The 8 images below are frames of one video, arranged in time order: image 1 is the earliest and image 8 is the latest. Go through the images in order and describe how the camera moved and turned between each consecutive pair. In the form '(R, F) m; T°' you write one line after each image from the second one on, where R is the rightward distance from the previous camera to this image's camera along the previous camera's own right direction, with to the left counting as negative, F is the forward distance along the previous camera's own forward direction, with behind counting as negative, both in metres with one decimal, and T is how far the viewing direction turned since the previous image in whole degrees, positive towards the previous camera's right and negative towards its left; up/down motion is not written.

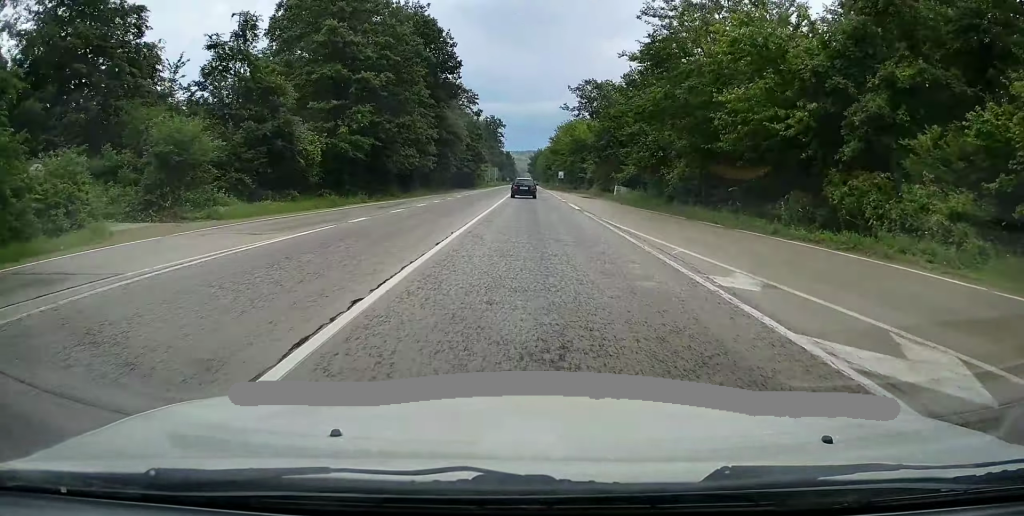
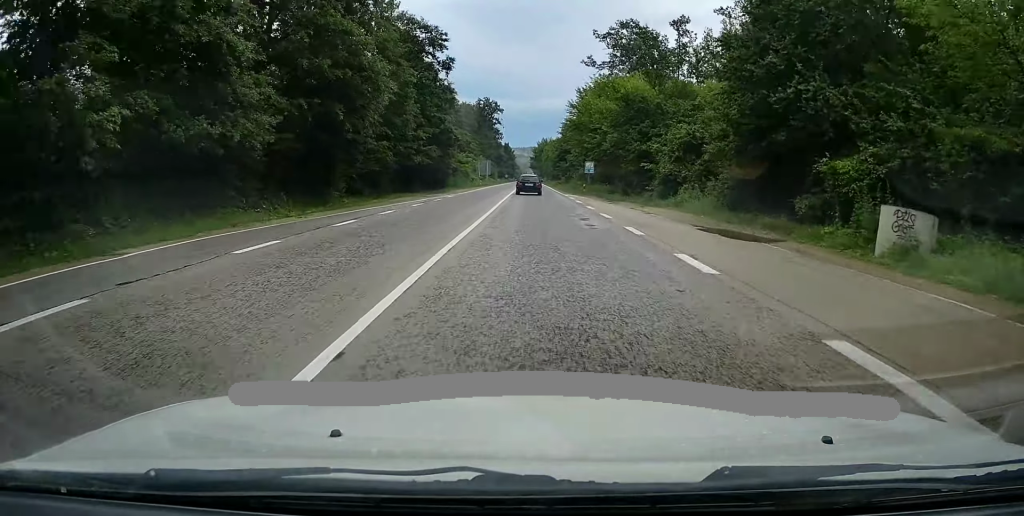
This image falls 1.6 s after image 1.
(-0.1, +38.5) m; 0°
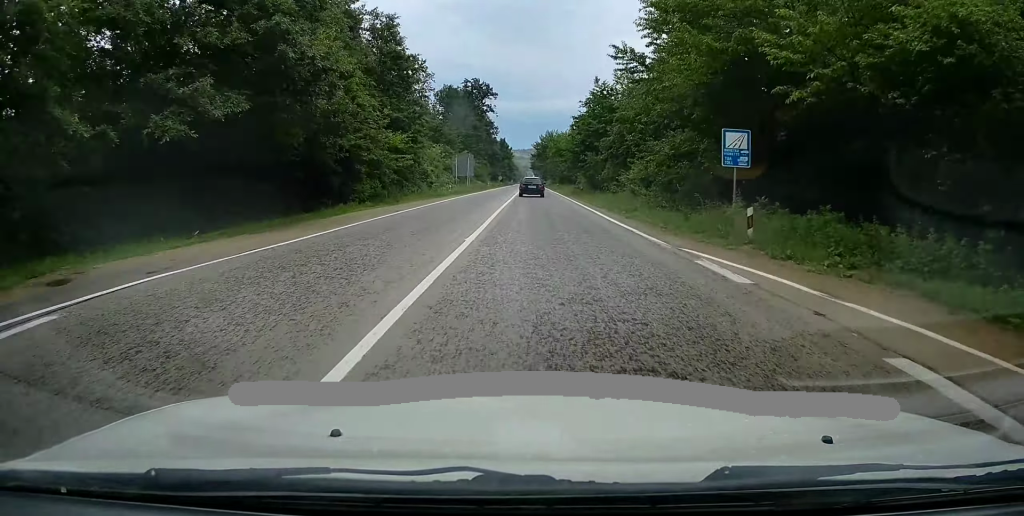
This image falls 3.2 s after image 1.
(-0.1, +37.0) m; +1°
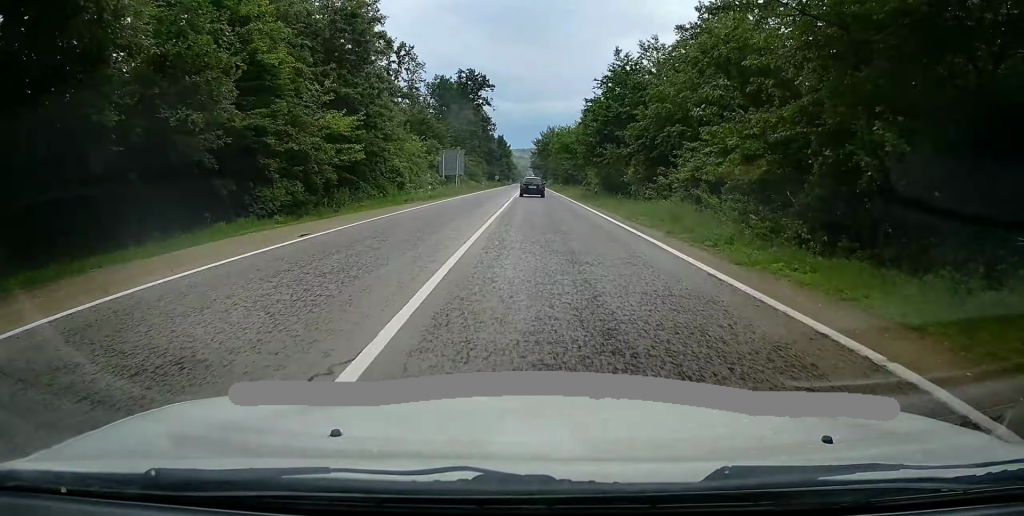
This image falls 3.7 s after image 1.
(+0.1, +11.4) m; 0°
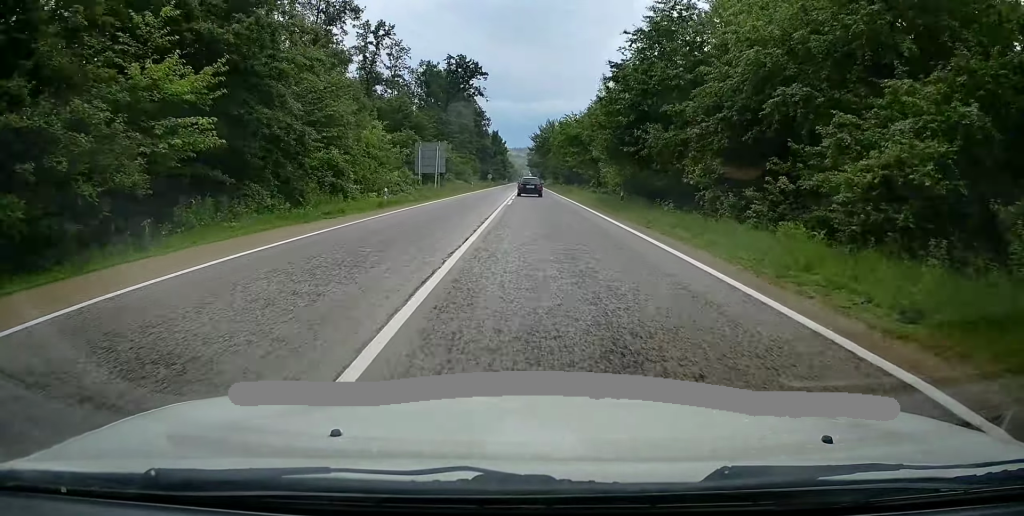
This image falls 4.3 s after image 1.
(+0.3, +12.9) m; 0°
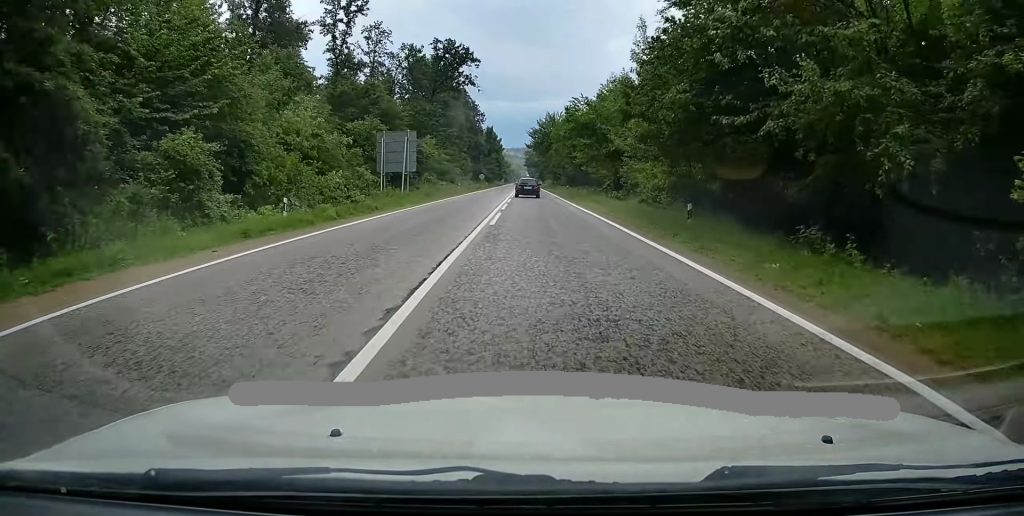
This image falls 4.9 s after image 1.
(-0.2, +12.9) m; -1°
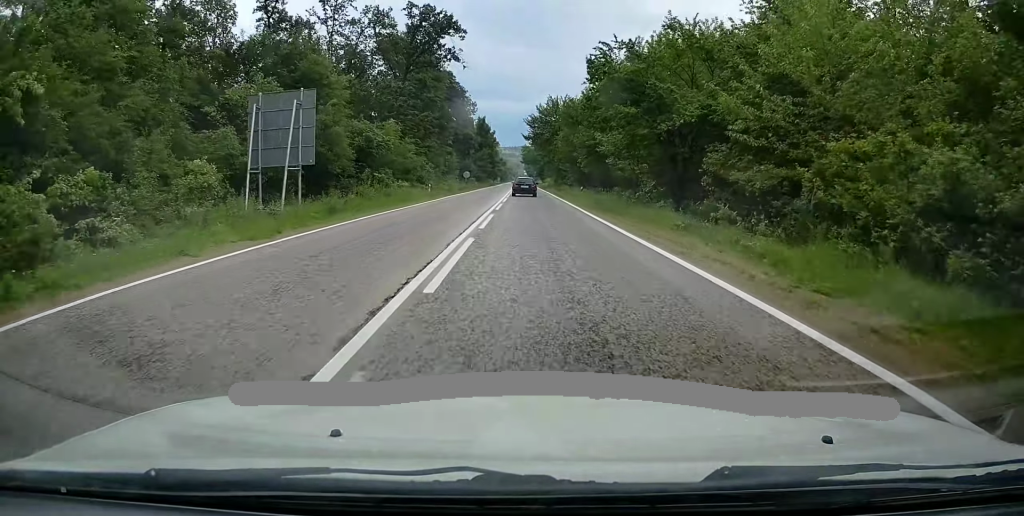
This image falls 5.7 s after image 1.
(-0.2, +19.0) m; 0°
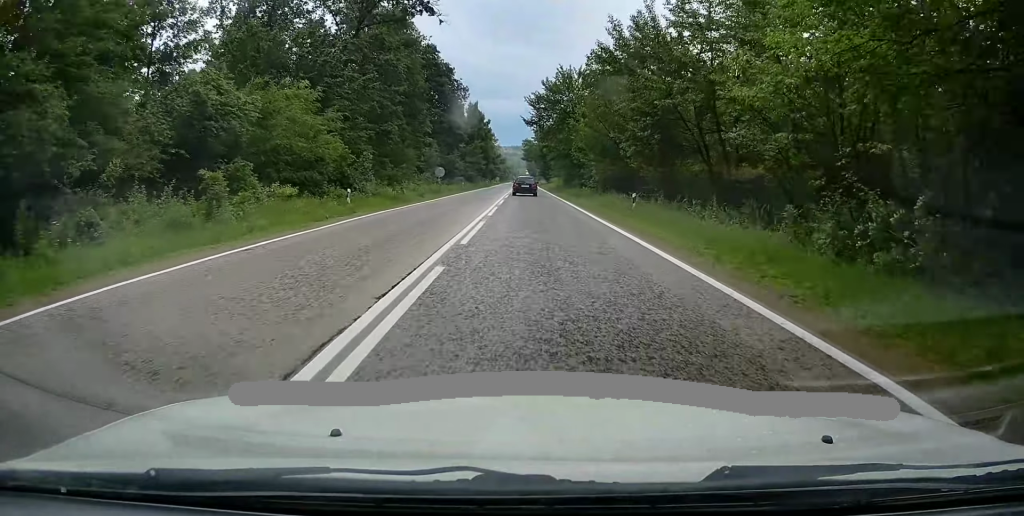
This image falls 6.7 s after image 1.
(+0.2, +22.4) m; +1°
